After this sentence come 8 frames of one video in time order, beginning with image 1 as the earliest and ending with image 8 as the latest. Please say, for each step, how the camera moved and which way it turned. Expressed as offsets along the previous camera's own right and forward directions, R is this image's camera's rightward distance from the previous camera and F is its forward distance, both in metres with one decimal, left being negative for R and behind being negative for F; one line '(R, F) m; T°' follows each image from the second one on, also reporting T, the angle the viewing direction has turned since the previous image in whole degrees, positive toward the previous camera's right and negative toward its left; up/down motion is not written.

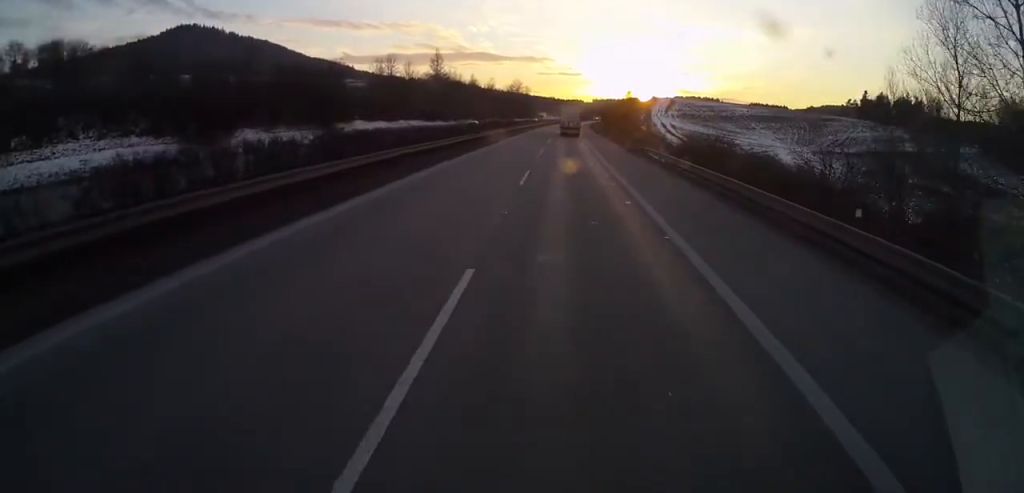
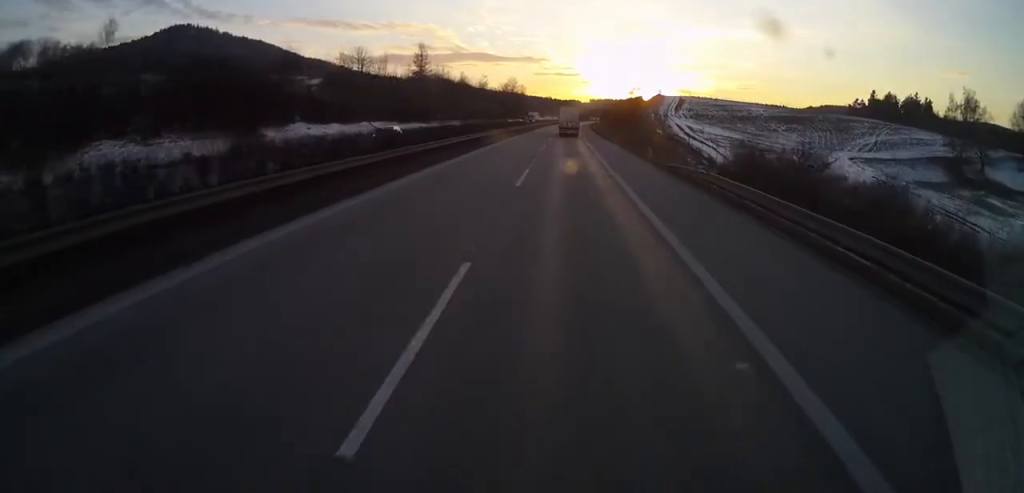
(+0.1, +17.9) m; -1°
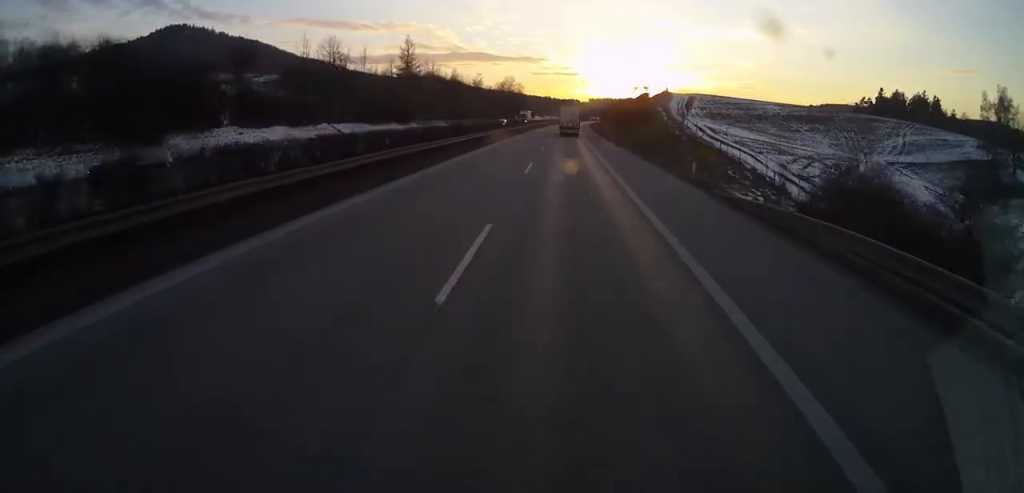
(0.0, +14.0) m; 0°
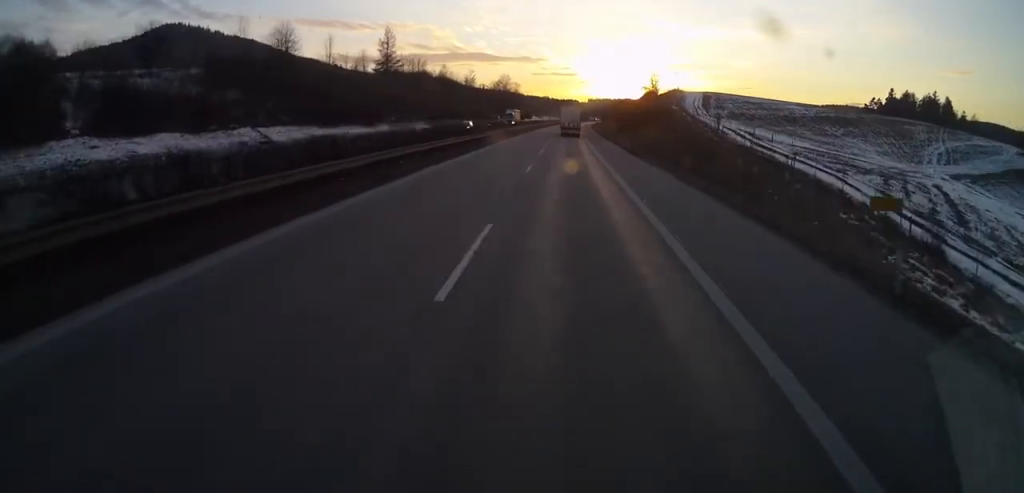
(-0.5, +17.9) m; +1°
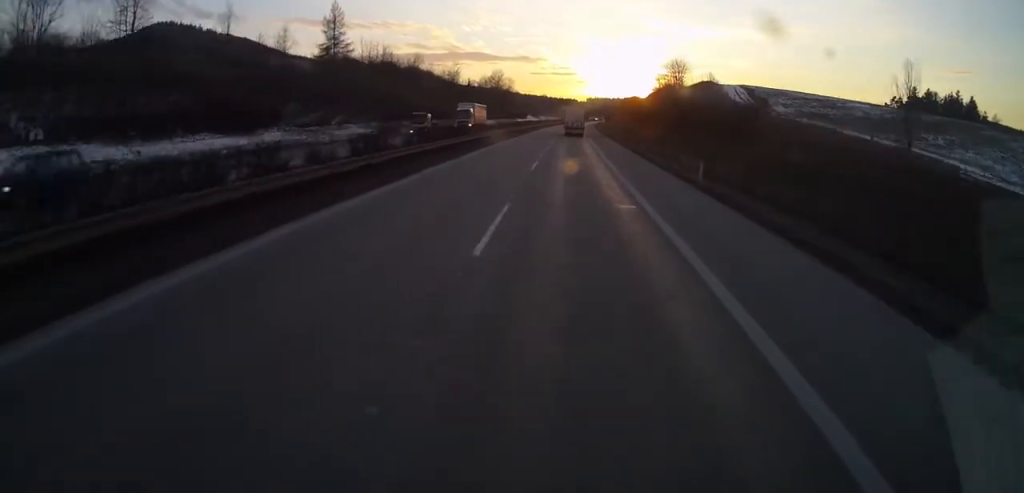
(+1.1, +33.4) m; +1°
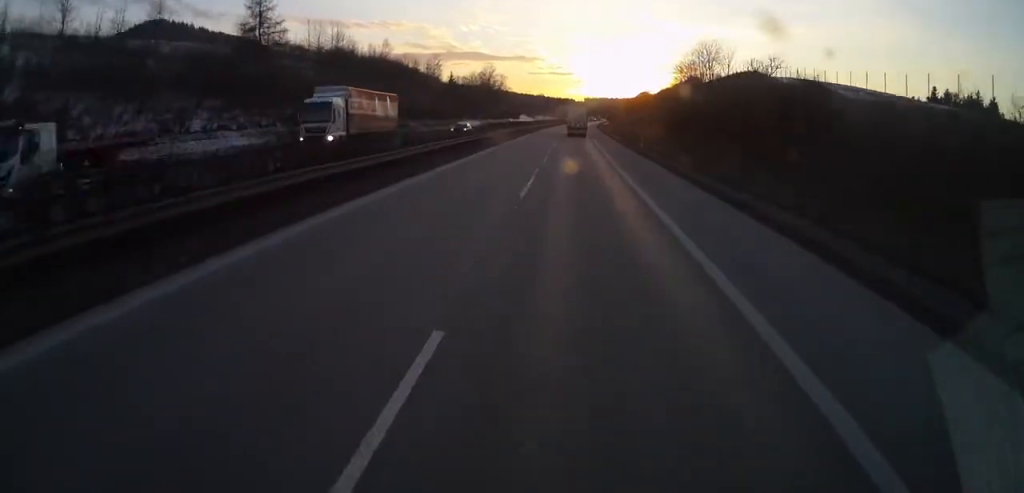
(-0.2, +28.0) m; 0°
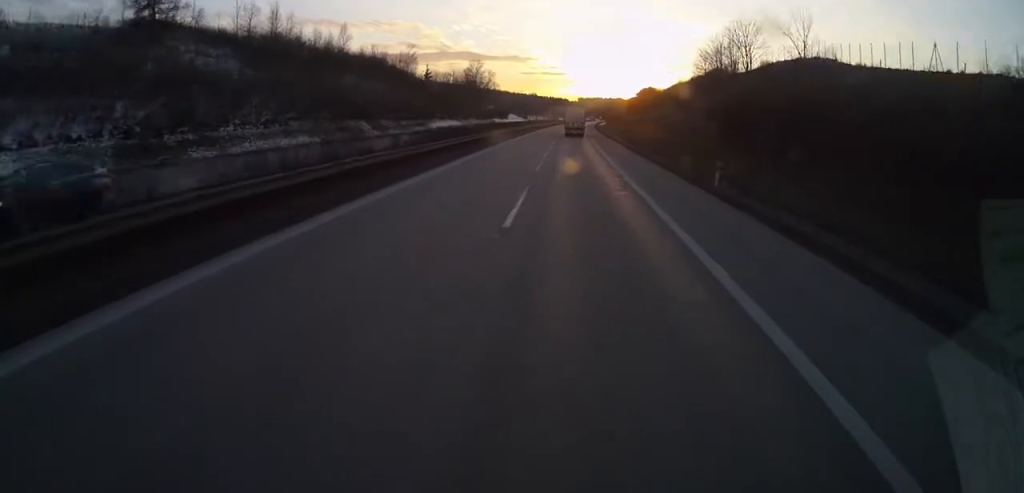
(0.0, +23.3) m; 0°
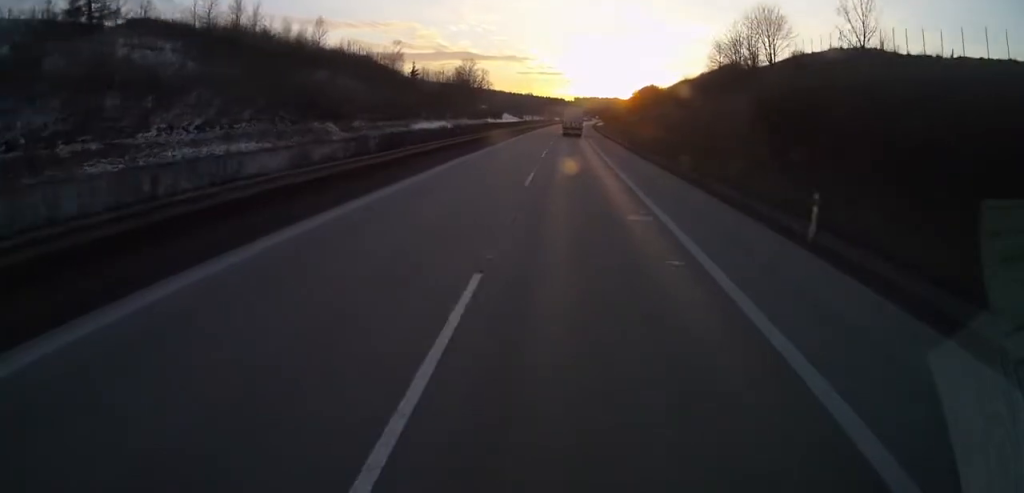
(0.0, +10.1) m; 0°
